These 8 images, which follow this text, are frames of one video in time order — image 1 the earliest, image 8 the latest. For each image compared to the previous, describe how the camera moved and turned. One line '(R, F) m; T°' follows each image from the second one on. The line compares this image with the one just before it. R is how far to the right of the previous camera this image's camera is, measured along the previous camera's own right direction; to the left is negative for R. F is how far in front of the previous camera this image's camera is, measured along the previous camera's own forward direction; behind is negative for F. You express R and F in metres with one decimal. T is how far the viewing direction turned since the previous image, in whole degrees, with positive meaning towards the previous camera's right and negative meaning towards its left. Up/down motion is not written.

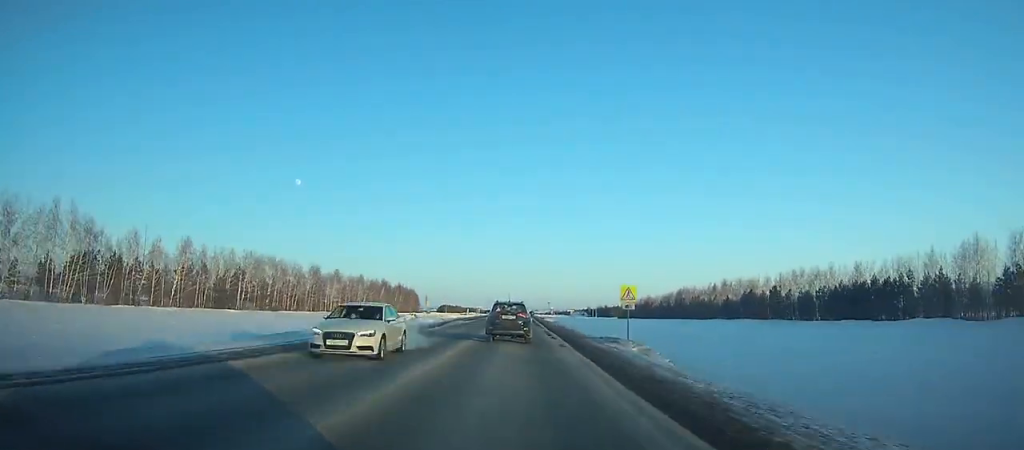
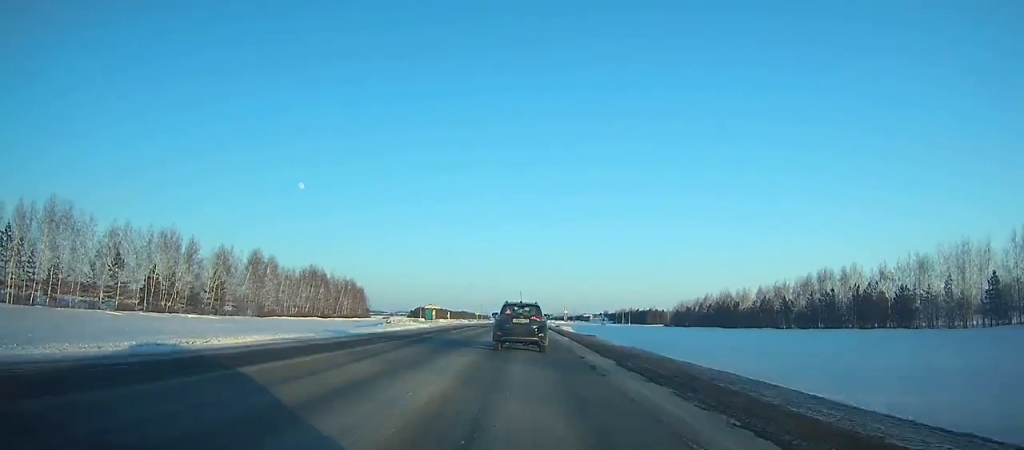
(-0.9, +129.5) m; 0°
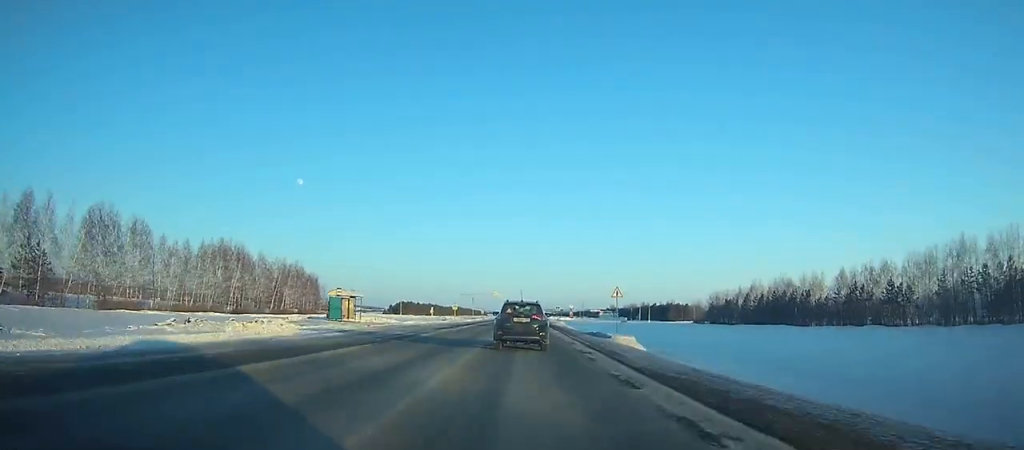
(+0.2, +54.4) m; 0°
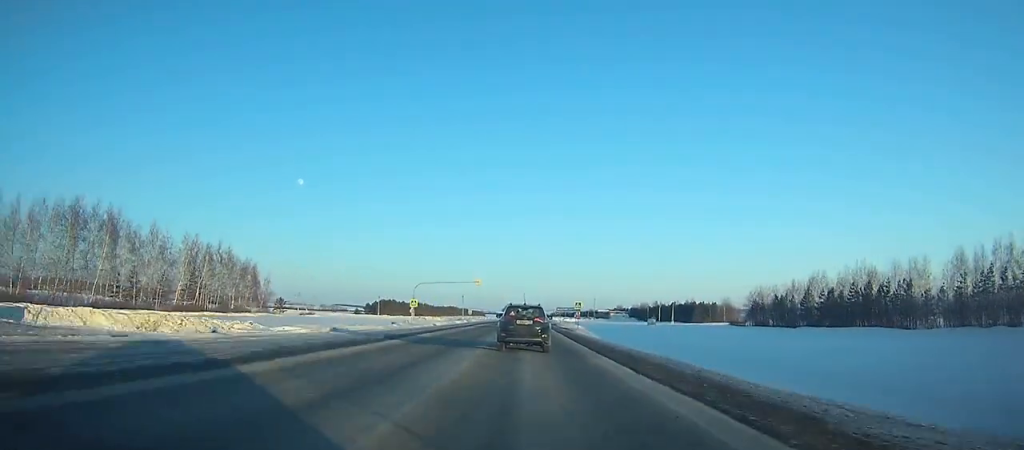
(0.0, +43.8) m; 0°
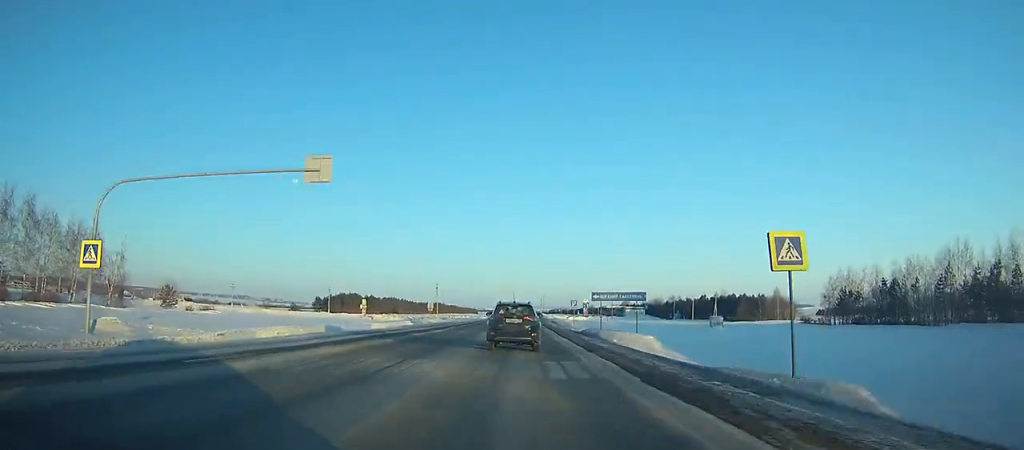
(+0.2, +57.0) m; 0°
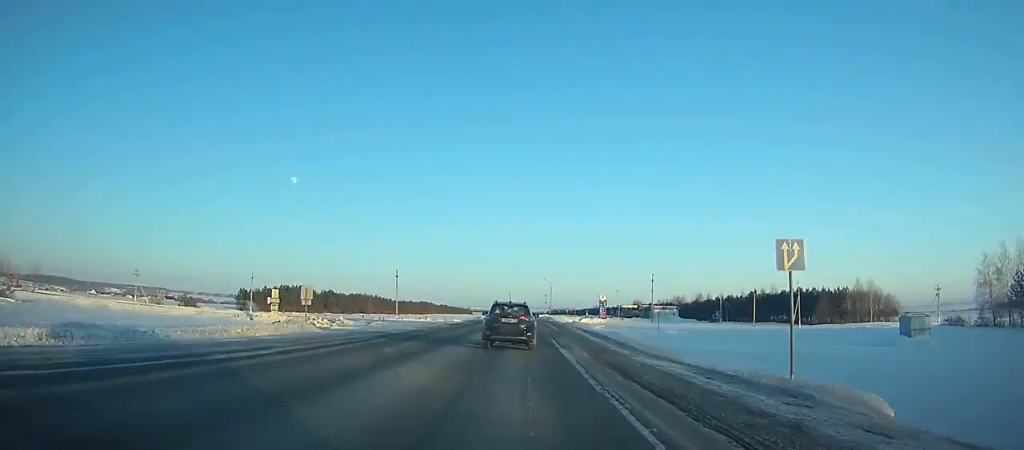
(+0.1, +55.0) m; 0°
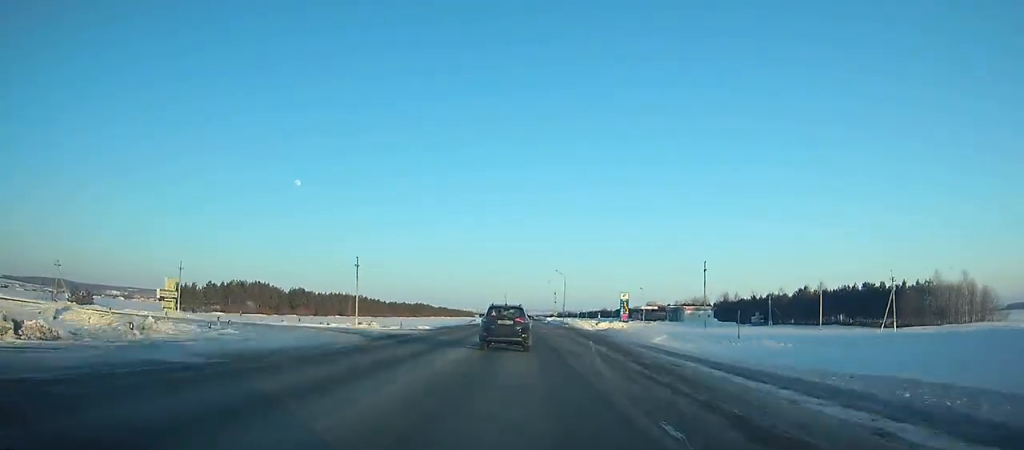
(0.0, +32.2) m; 0°
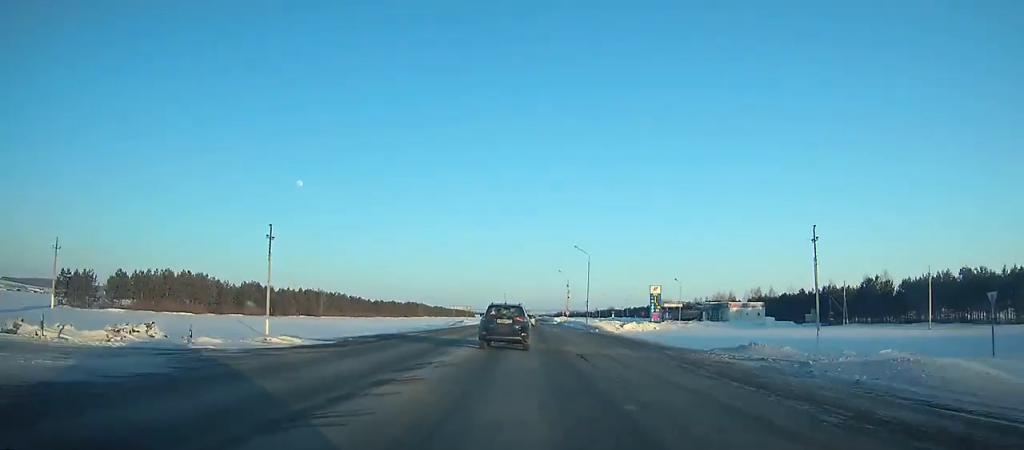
(-0.1, +32.2) m; 0°
